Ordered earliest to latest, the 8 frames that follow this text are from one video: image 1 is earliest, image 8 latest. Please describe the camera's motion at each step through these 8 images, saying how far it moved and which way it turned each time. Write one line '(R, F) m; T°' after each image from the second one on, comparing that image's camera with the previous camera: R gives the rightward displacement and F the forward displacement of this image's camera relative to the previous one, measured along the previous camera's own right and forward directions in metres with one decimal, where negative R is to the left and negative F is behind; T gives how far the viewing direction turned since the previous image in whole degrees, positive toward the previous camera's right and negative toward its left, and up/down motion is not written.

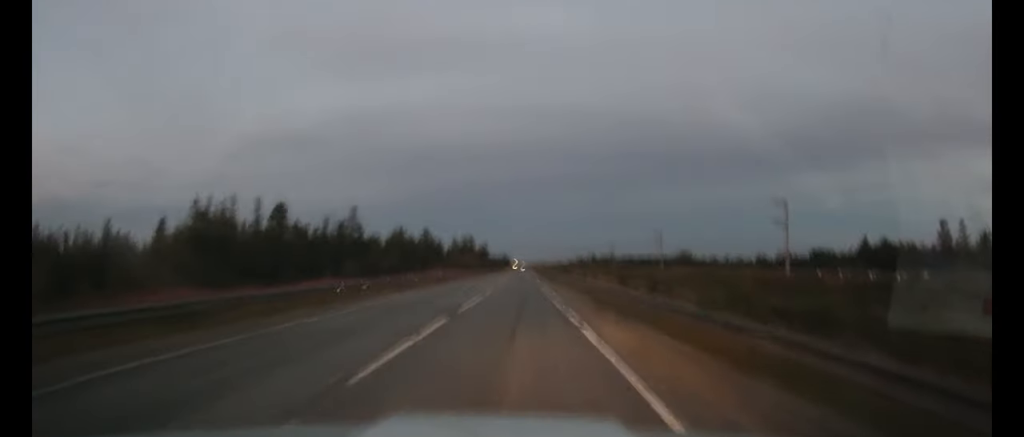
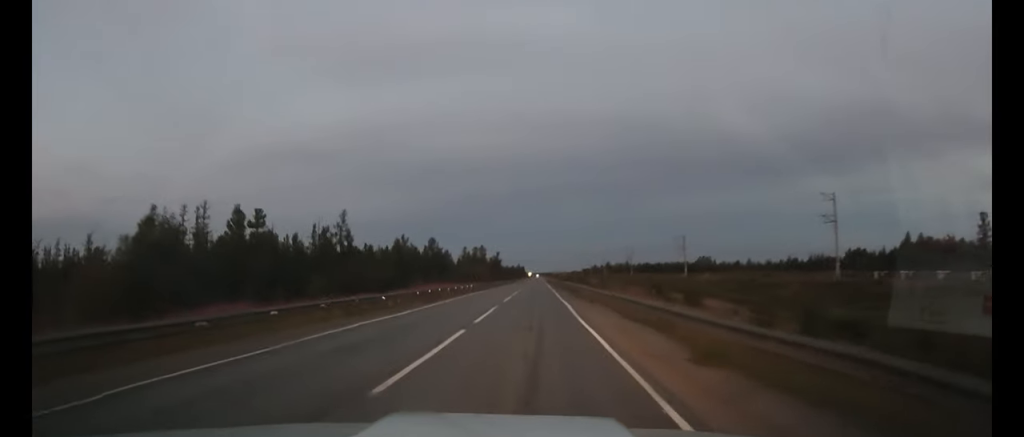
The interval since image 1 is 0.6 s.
(0.0, +12.0) m; 0°
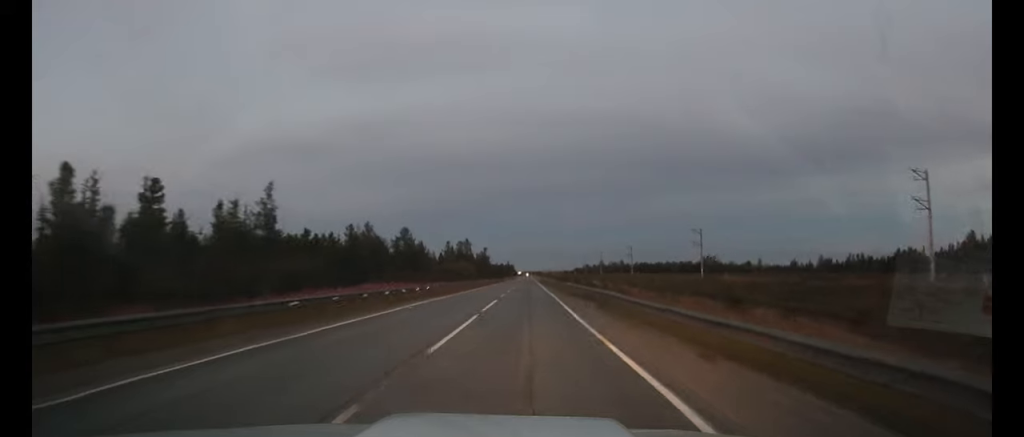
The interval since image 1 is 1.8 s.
(-0.1, +22.3) m; 0°
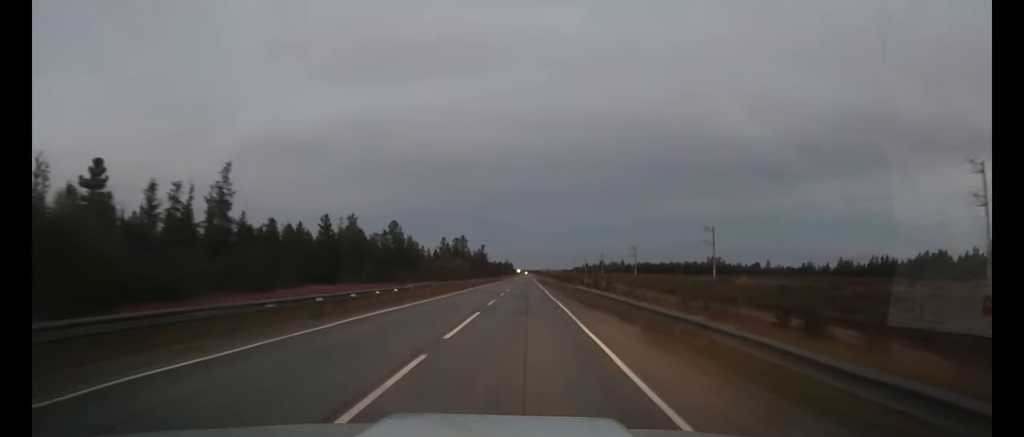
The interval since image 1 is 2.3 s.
(0.0, +9.3) m; 0°
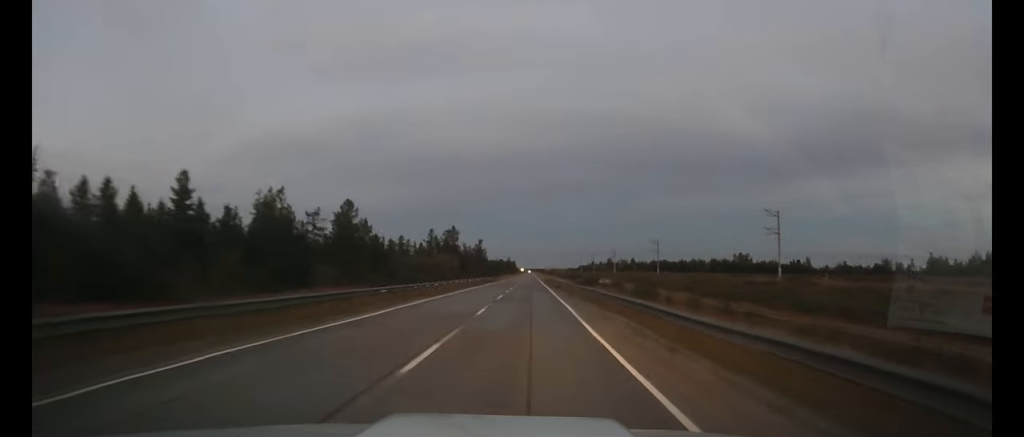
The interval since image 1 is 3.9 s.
(+0.1, +30.4) m; 0°
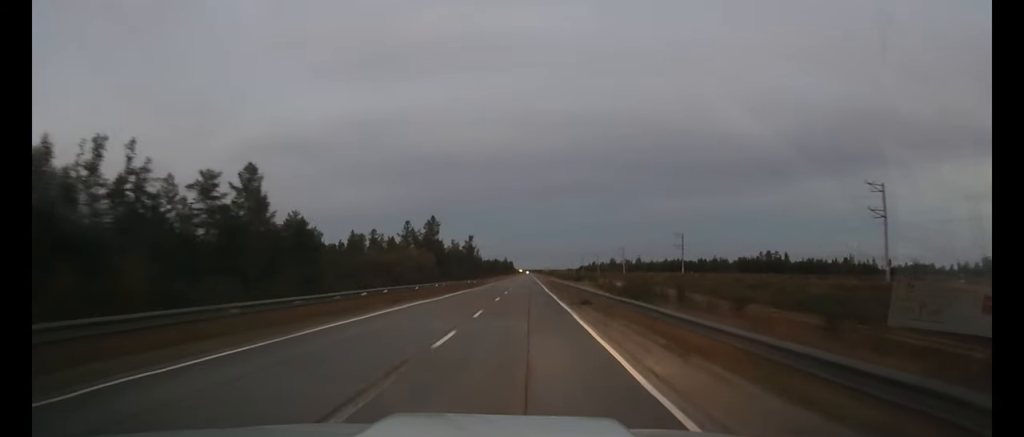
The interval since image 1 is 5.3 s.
(0.0, +29.6) m; 0°
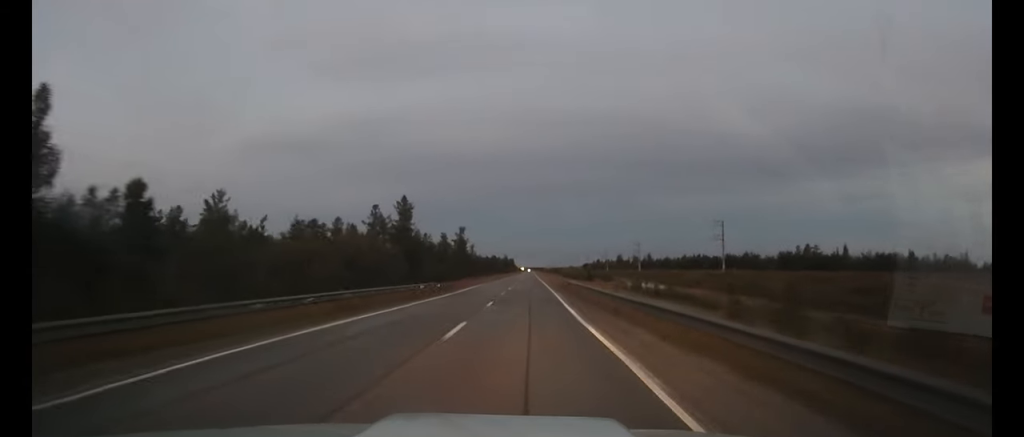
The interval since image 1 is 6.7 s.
(0.0, +29.6) m; 0°
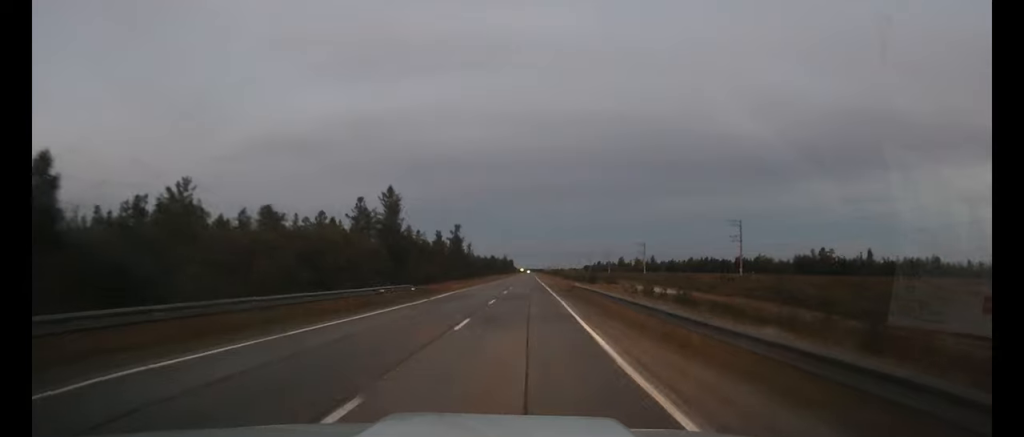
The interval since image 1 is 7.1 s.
(0.0, +9.9) m; 0°
